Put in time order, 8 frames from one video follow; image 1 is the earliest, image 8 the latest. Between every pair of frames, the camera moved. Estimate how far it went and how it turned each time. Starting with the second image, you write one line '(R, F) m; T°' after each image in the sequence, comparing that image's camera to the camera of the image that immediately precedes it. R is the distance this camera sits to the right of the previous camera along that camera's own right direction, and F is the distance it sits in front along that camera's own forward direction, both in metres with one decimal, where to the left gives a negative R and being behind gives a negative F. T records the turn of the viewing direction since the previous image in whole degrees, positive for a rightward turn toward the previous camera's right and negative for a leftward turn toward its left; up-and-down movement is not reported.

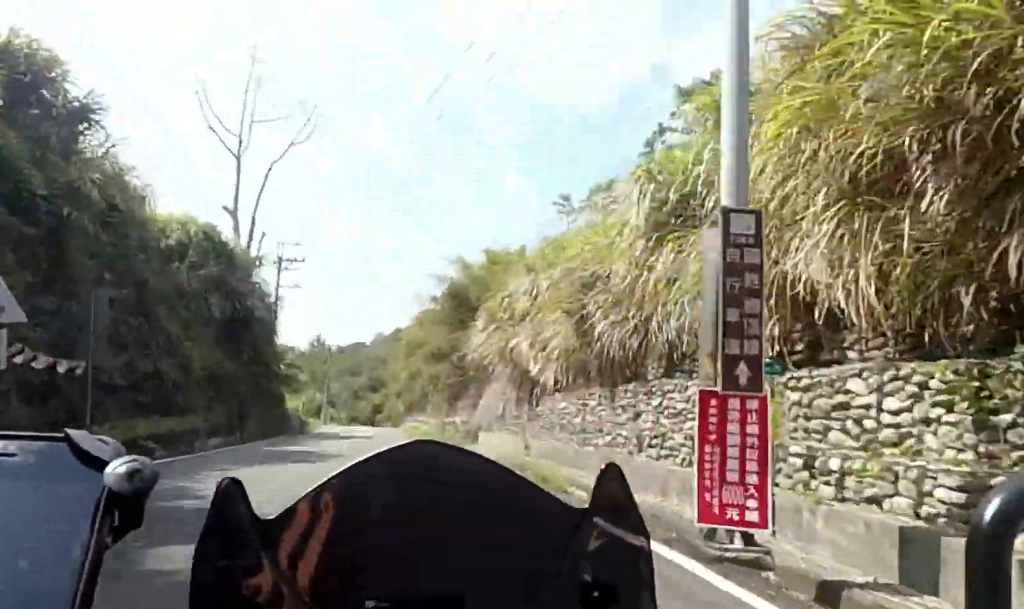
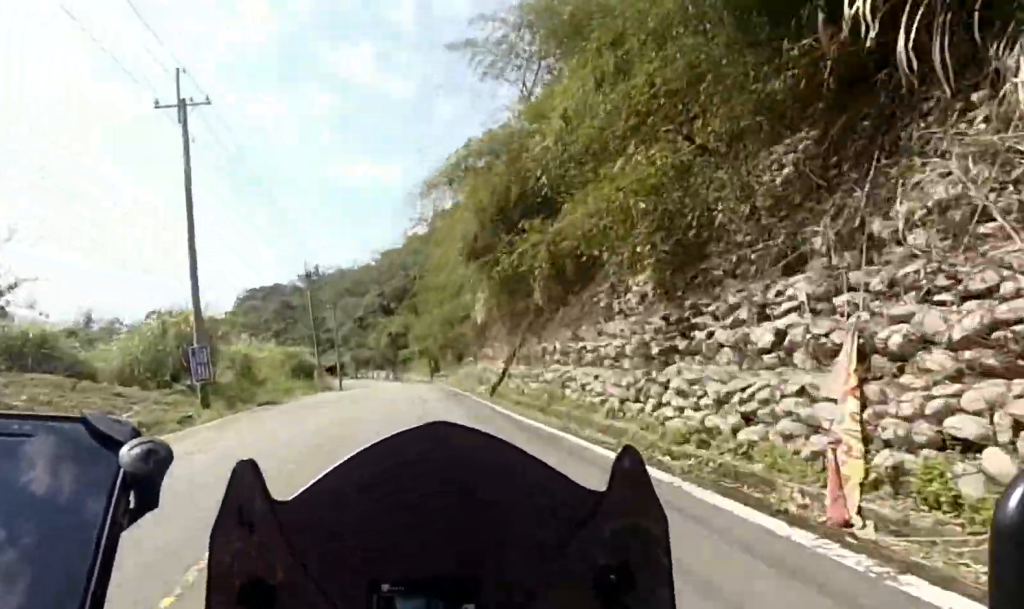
(-1.1, +62.9) m; -3°
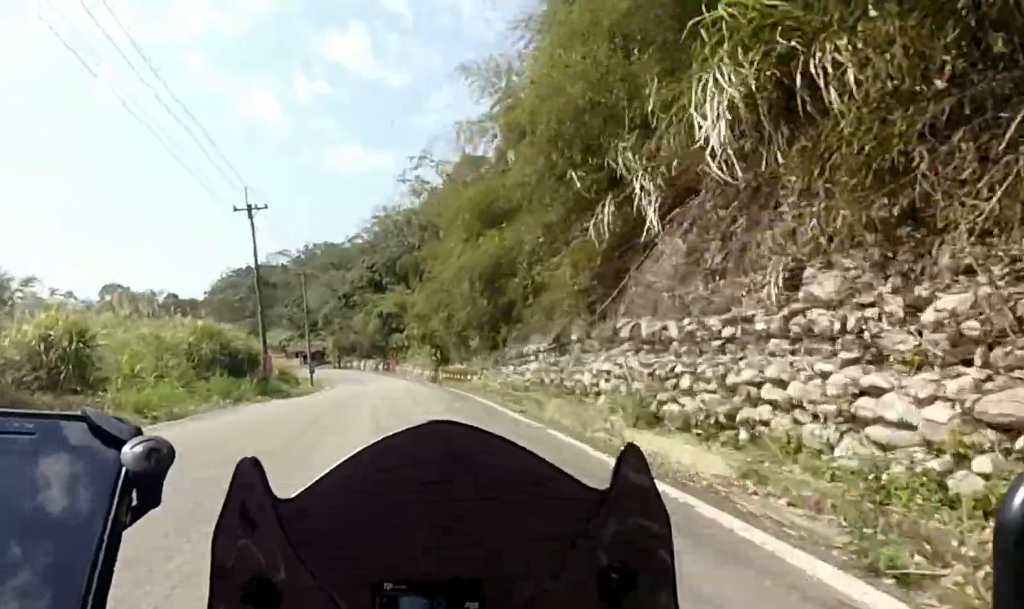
(-0.1, +19.1) m; 0°
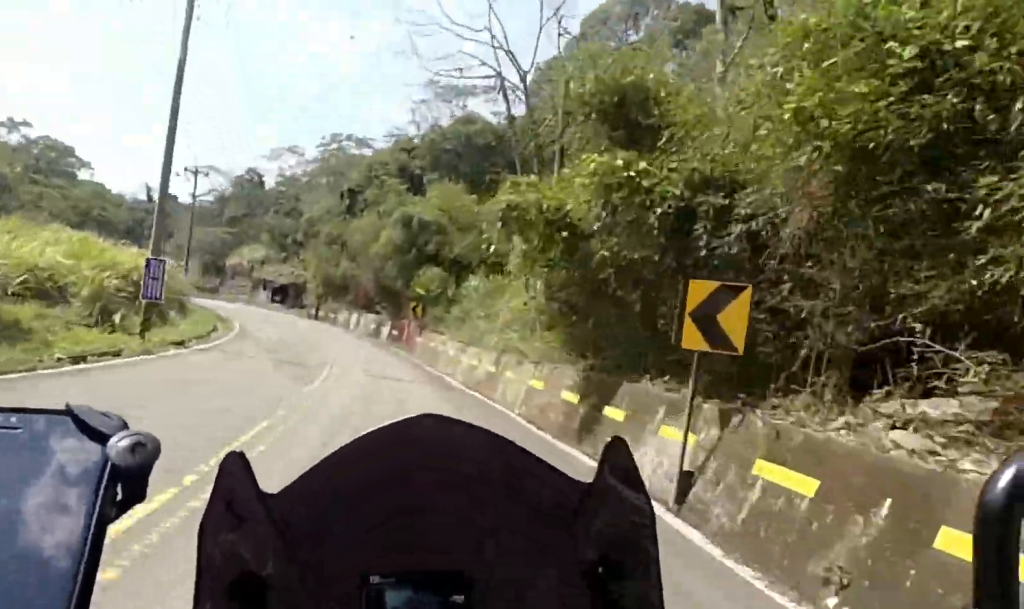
(-0.4, +36.9) m; -6°
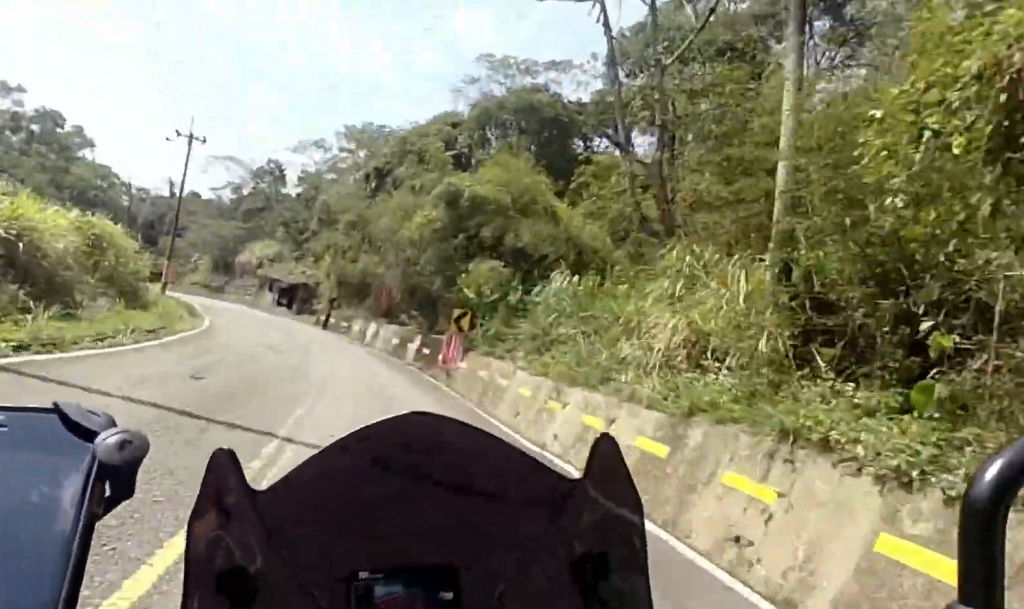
(-0.8, +9.6) m; -4°
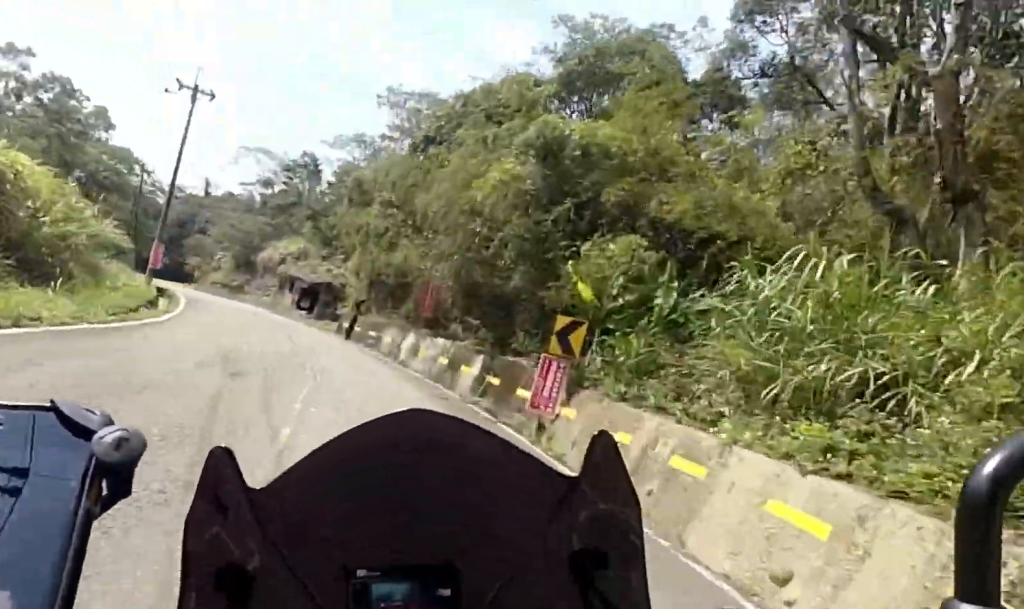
(-0.1, +8.6) m; -4°
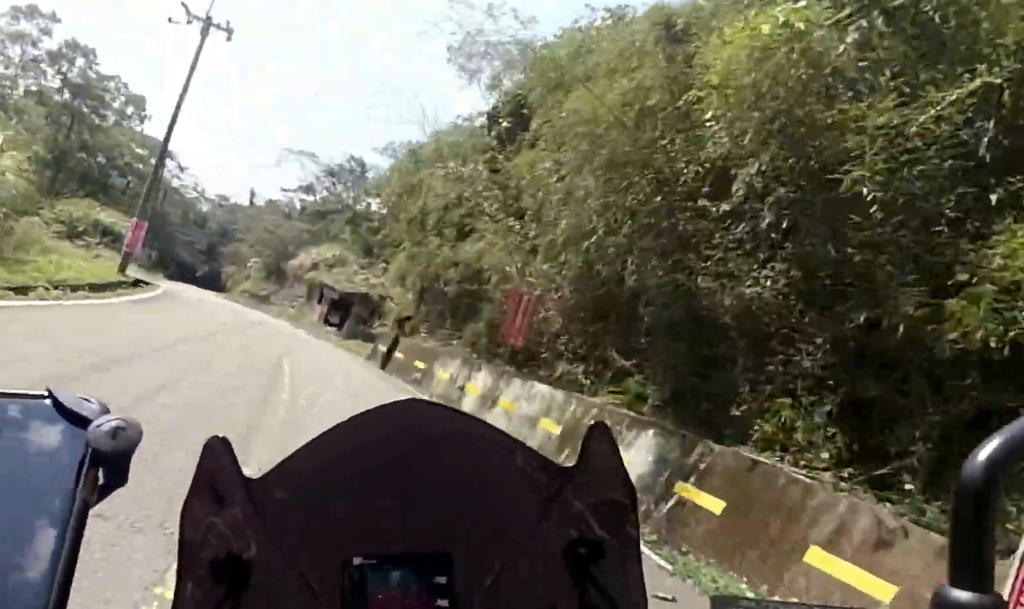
(-0.5, +9.3) m; -3°
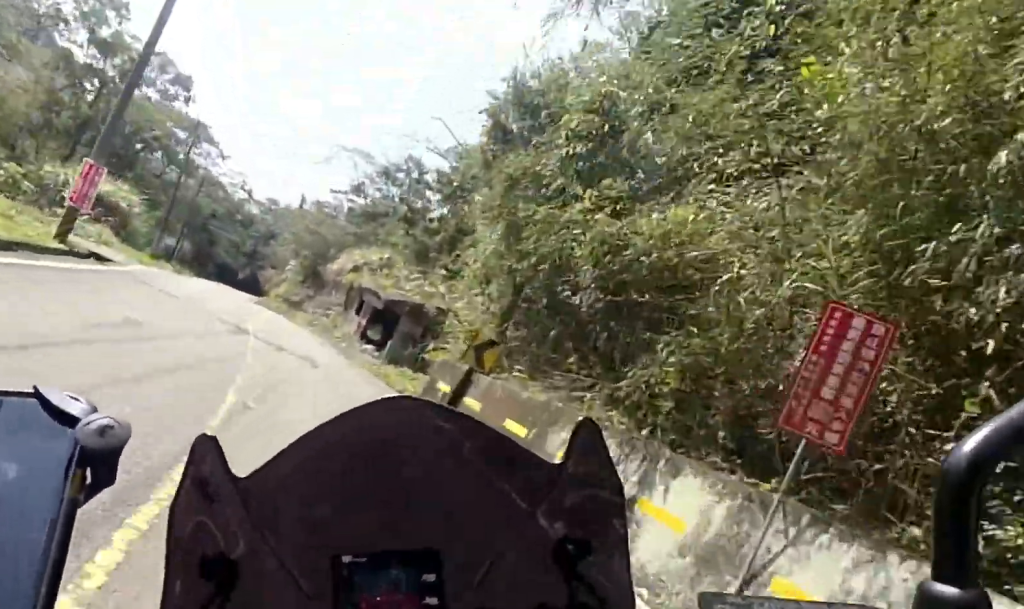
(0.0, +9.0) m; -3°
